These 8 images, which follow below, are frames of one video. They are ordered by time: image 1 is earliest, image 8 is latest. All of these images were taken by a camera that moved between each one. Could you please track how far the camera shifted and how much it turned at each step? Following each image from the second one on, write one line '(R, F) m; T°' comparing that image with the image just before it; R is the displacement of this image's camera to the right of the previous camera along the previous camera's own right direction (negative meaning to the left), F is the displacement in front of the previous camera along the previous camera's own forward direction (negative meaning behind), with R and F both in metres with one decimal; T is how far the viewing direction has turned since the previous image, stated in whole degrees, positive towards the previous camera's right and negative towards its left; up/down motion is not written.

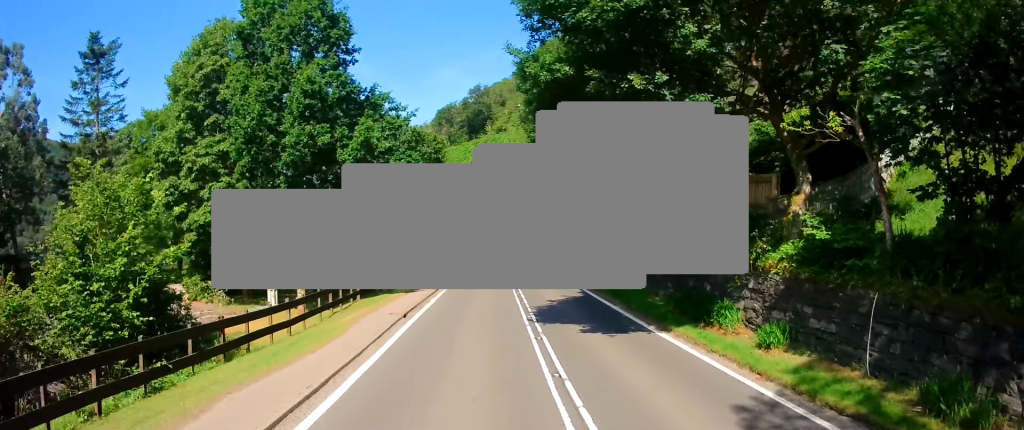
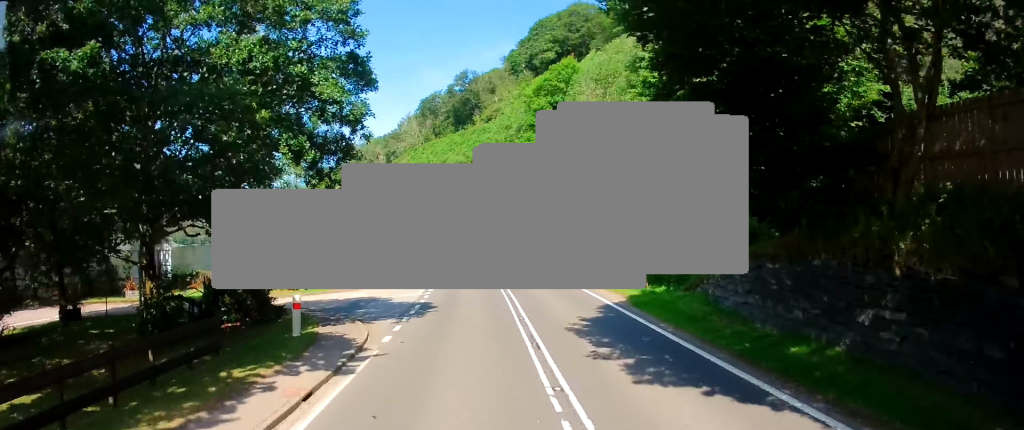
(-0.3, +19.4) m; -1°
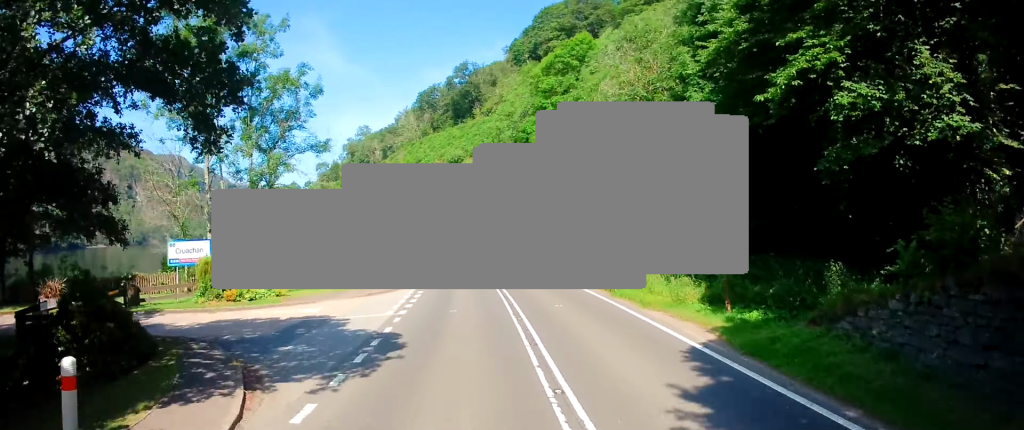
(0.0, +8.0) m; -1°
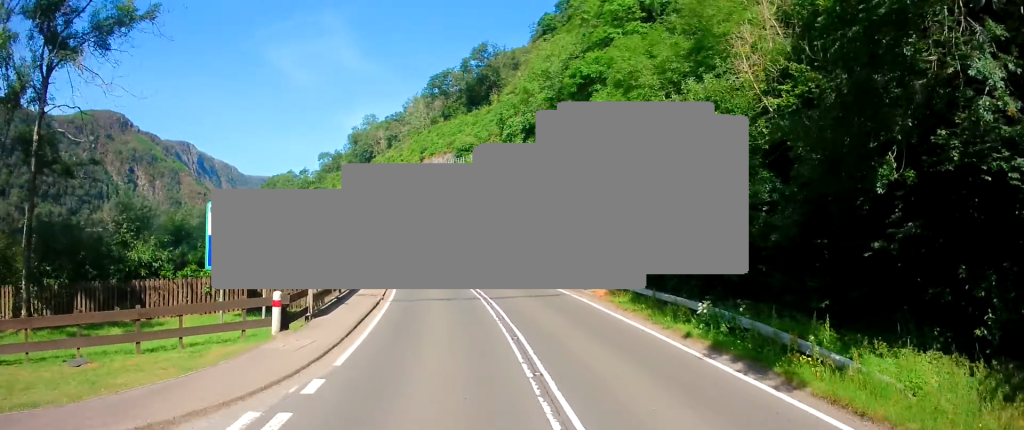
(-0.2, +20.7) m; -2°
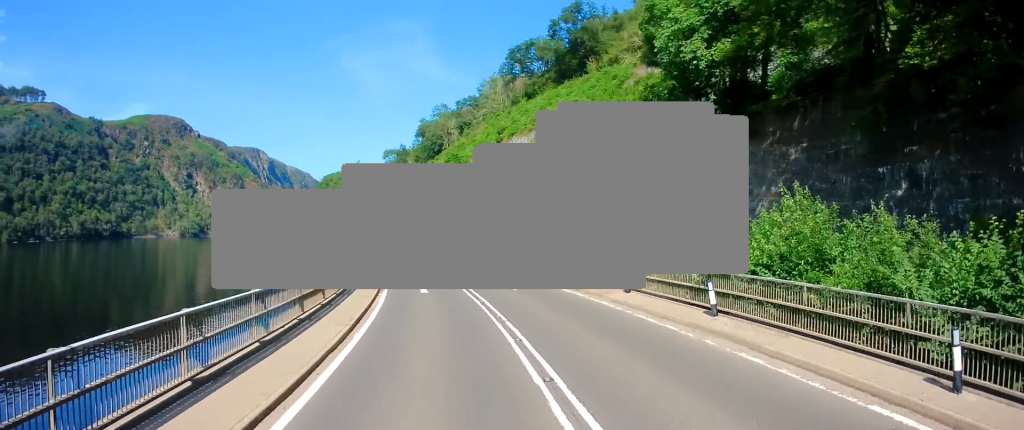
(-0.9, +33.2) m; -5°
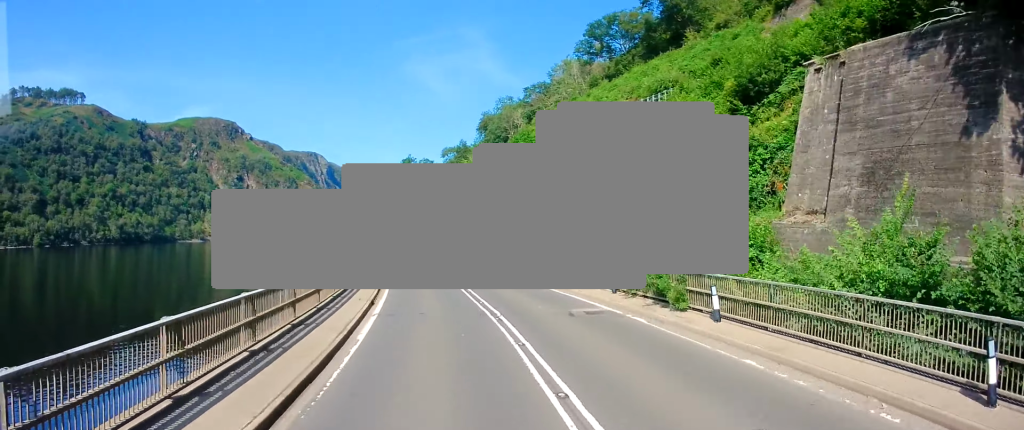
(-1.8, +22.9) m; -8°
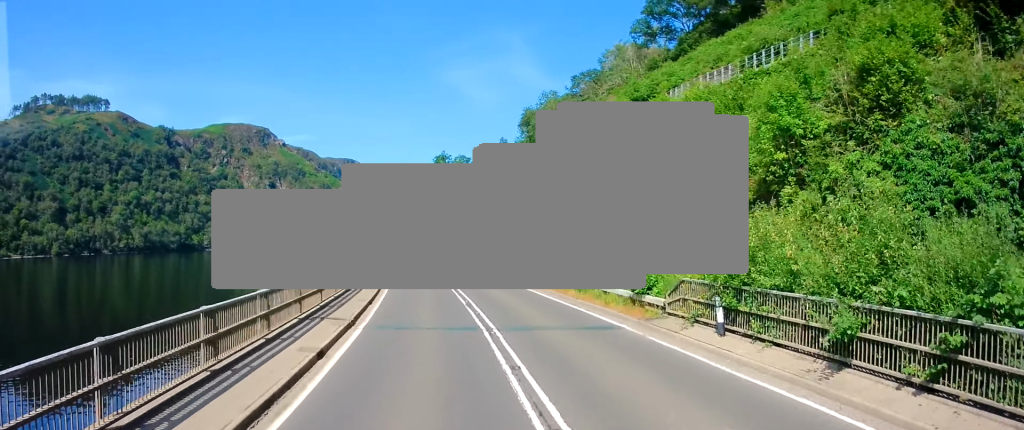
(-0.7, +16.9) m; -4°
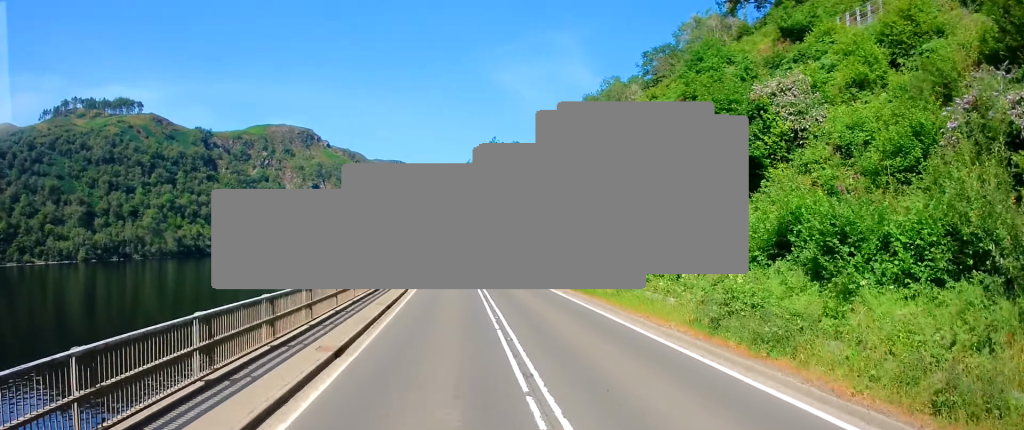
(-0.7, +19.4) m; -3°
